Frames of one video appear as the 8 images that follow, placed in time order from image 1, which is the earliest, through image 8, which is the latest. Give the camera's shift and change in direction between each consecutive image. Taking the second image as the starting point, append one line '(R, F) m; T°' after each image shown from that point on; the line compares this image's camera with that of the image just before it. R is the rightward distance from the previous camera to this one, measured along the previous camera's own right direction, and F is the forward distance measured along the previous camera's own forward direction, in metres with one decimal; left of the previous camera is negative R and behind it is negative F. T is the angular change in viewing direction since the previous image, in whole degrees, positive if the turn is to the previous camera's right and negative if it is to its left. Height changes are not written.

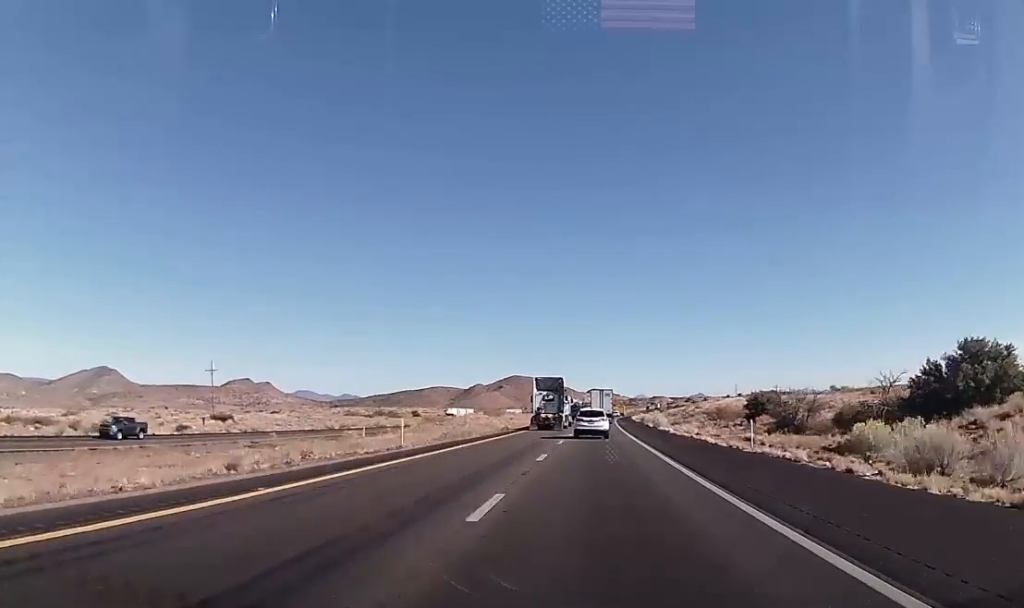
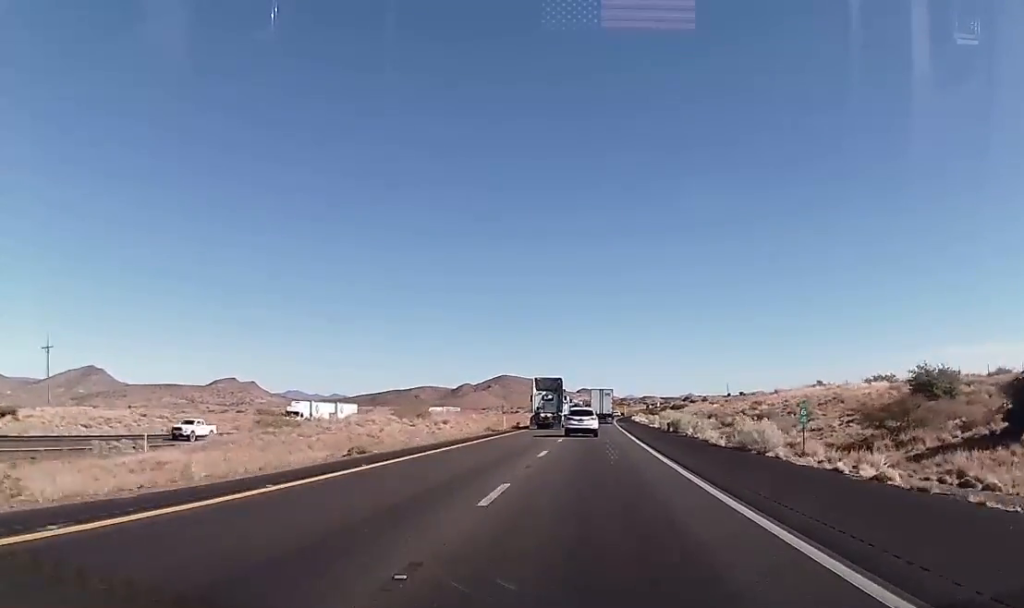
(-0.4, +47.9) m; 0°
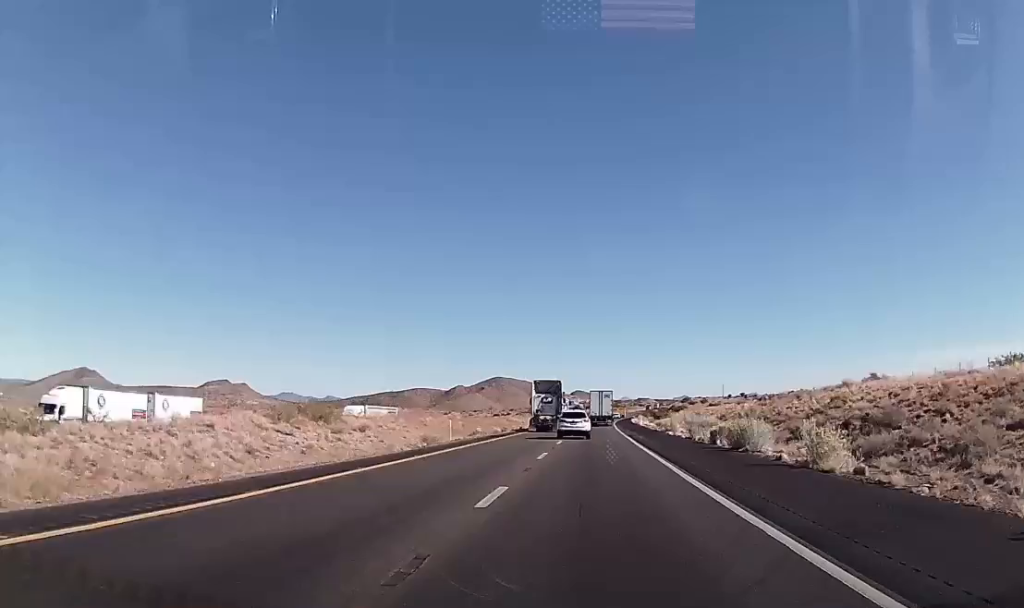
(+0.4, +24.6) m; +1°
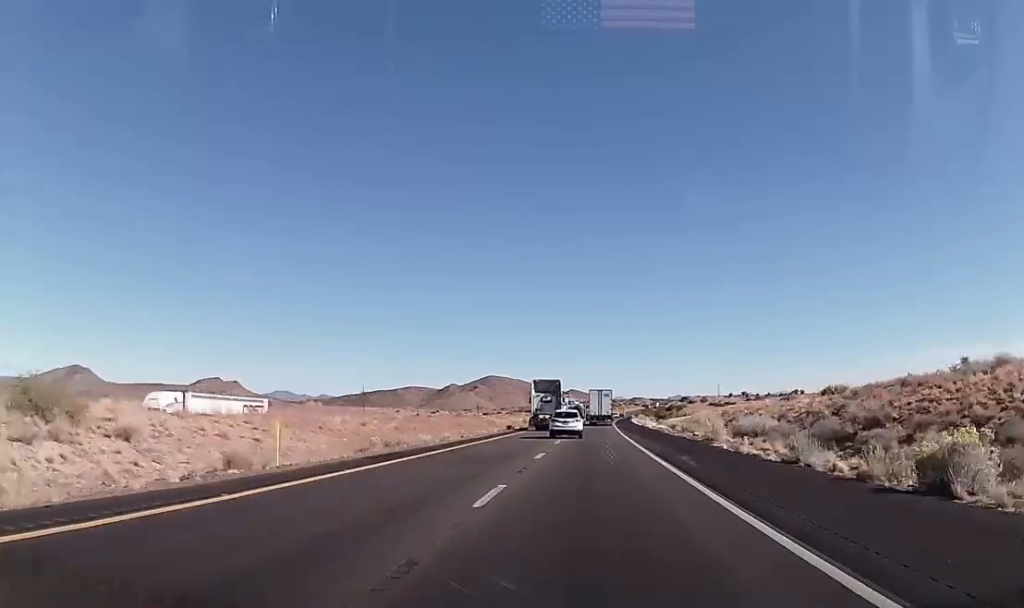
(+0.1, +24.8) m; +1°
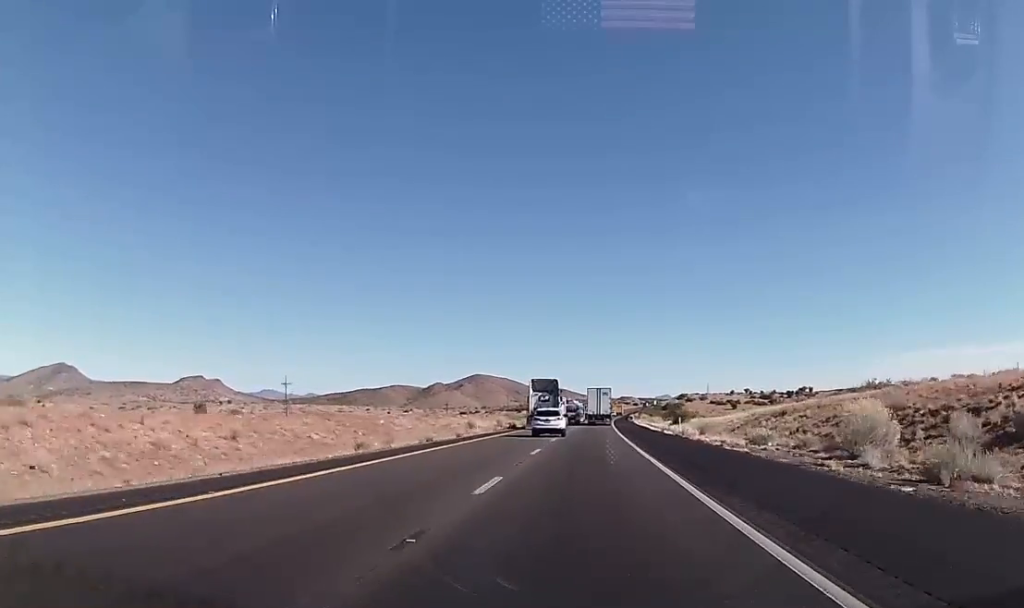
(+0.6, +48.0) m; +1°
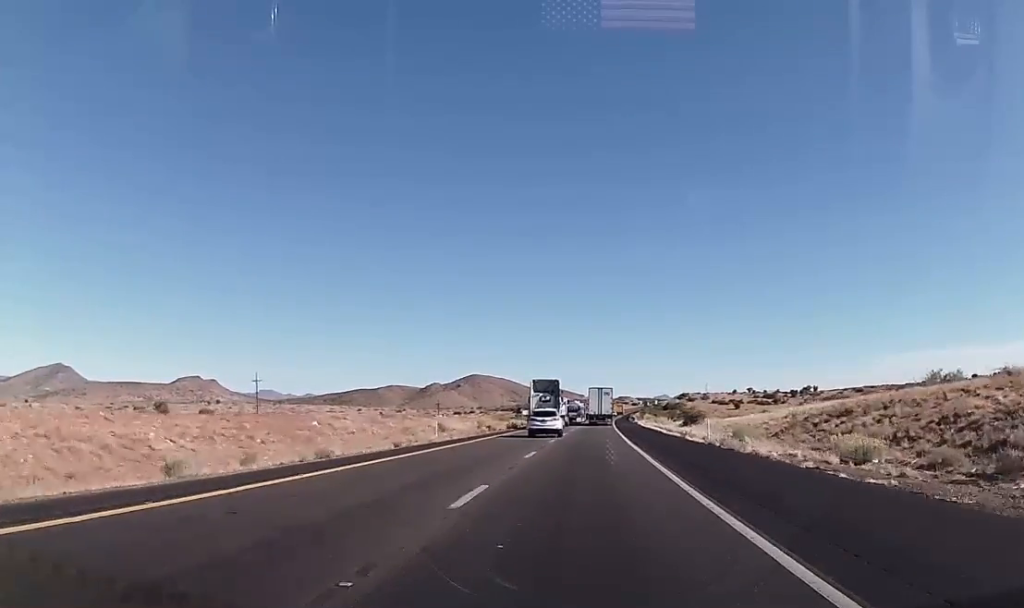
(0.0, +14.3) m; 0°
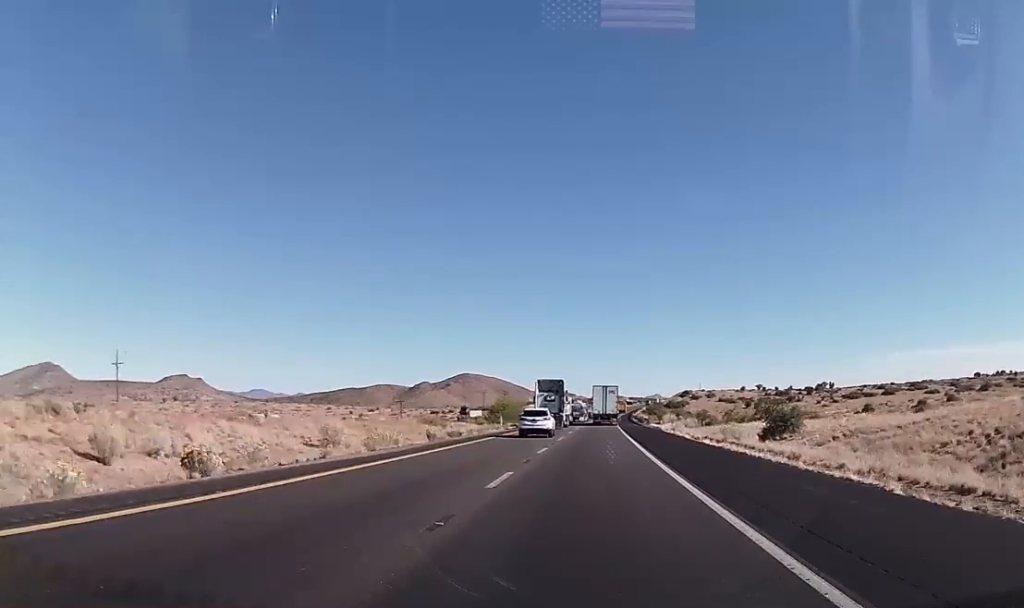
(0.0, +46.3) m; +1°
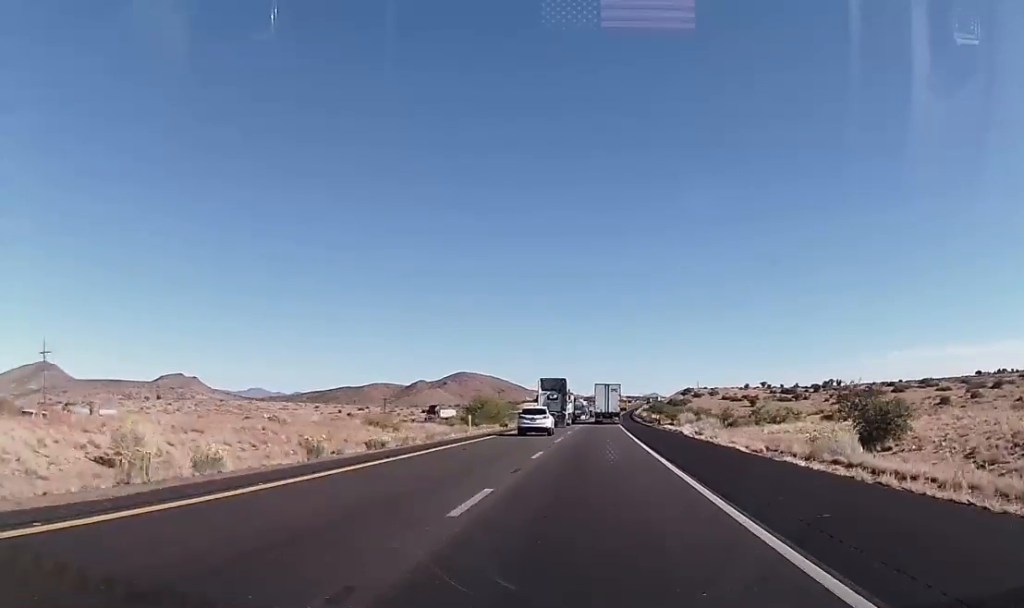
(+0.2, +16.6) m; 0°
